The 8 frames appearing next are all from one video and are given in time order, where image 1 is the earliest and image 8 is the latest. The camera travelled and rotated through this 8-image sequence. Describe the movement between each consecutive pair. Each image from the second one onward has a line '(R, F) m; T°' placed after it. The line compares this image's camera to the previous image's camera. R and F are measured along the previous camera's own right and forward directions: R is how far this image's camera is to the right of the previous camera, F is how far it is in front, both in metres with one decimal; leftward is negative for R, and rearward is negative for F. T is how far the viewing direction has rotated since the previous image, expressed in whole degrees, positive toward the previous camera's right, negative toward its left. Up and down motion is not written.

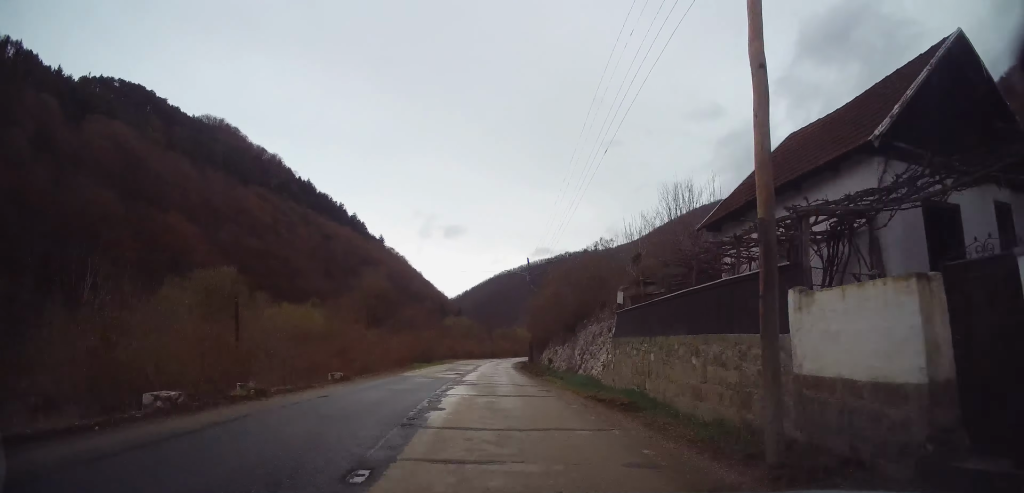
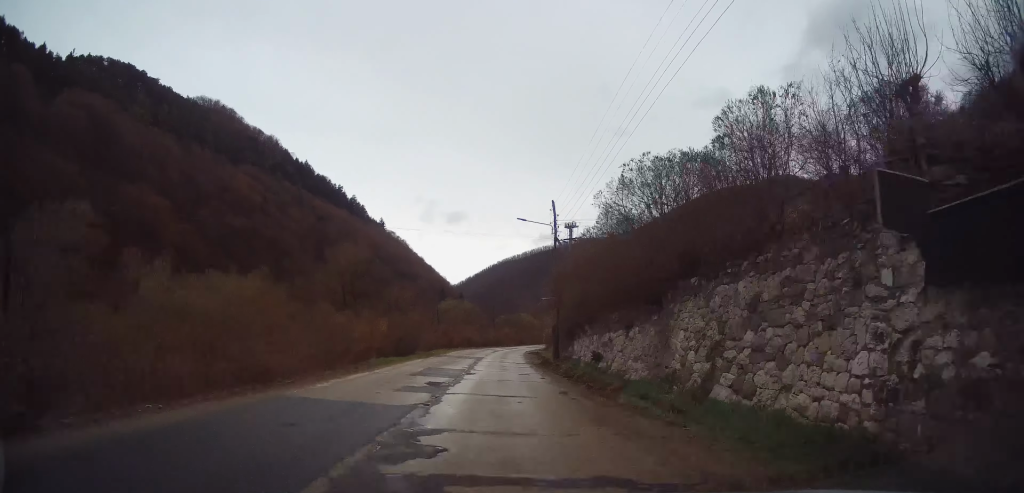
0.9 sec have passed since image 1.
(0.0, +15.0) m; 0°
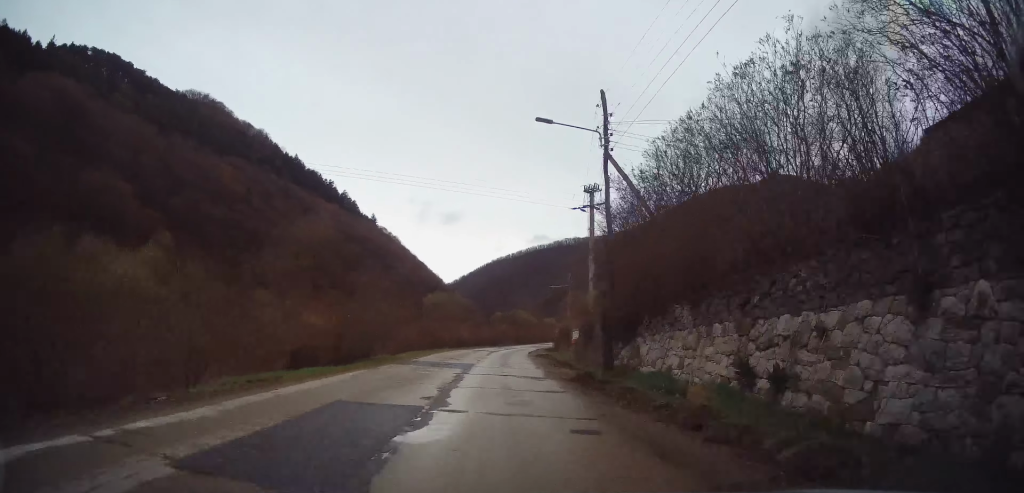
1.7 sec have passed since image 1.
(0.0, +13.9) m; +1°
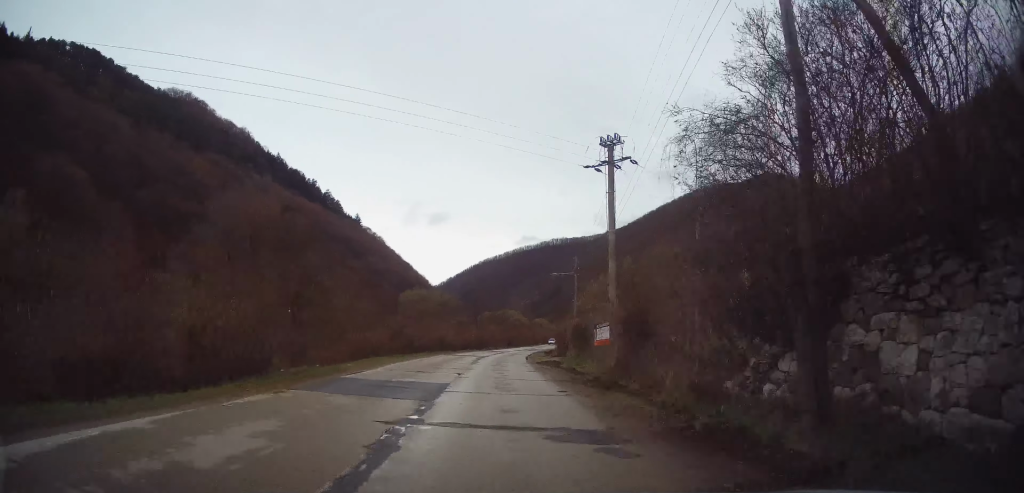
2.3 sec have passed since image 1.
(-0.1, +11.1) m; +2°
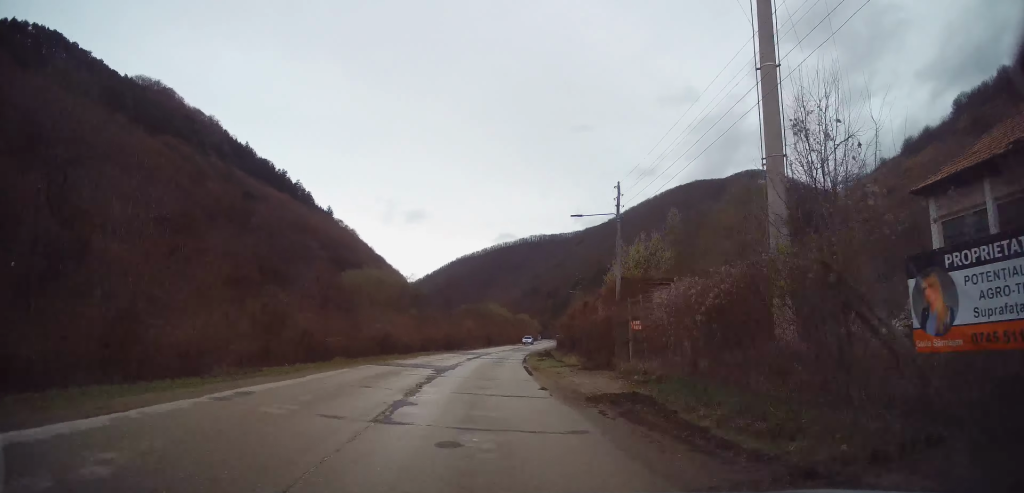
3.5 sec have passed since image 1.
(+1.1, +20.4) m; +2°
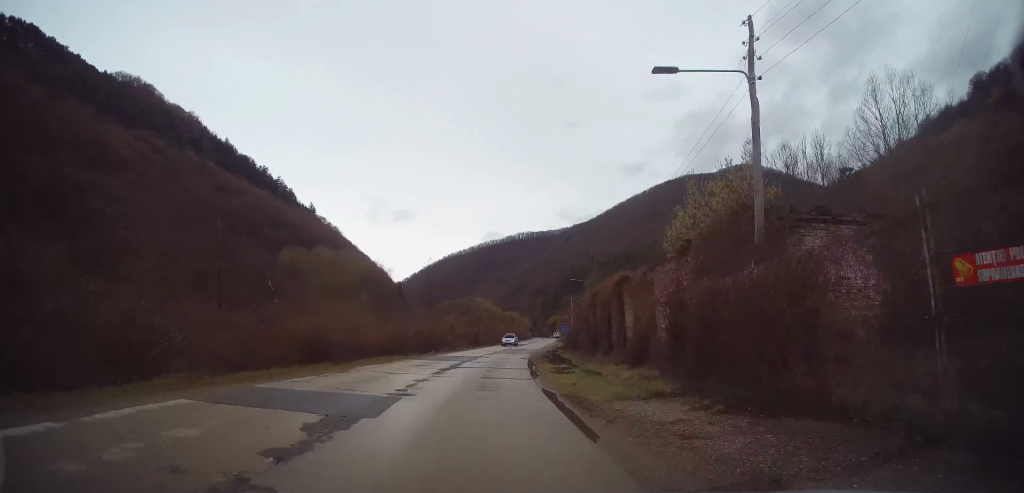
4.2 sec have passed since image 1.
(-0.4, +13.7) m; 0°
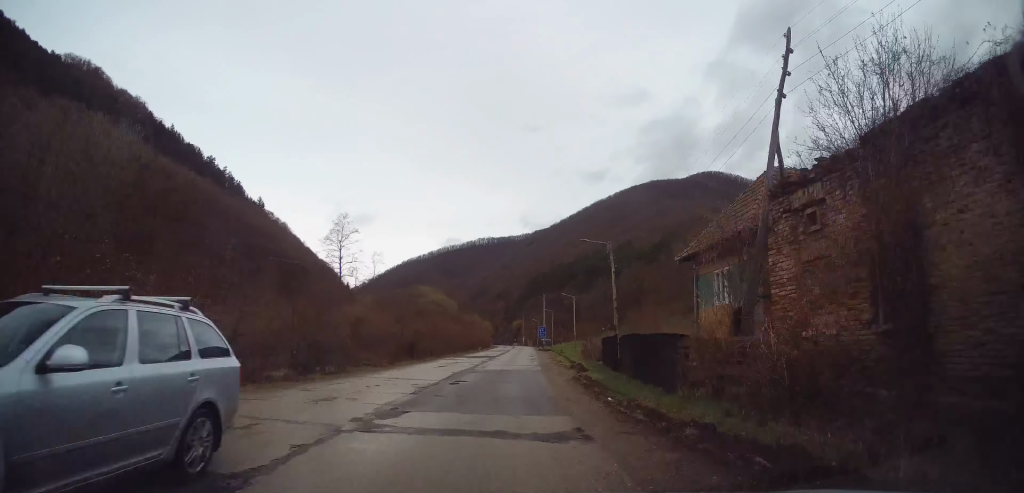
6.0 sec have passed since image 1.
(+1.3, +32.1) m; +5°
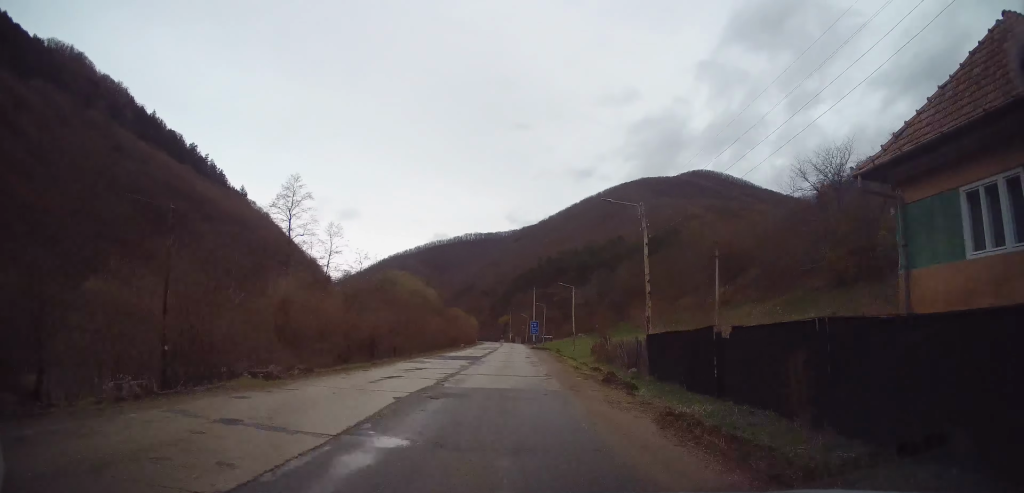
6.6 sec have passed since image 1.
(+0.1, +11.0) m; +2°
